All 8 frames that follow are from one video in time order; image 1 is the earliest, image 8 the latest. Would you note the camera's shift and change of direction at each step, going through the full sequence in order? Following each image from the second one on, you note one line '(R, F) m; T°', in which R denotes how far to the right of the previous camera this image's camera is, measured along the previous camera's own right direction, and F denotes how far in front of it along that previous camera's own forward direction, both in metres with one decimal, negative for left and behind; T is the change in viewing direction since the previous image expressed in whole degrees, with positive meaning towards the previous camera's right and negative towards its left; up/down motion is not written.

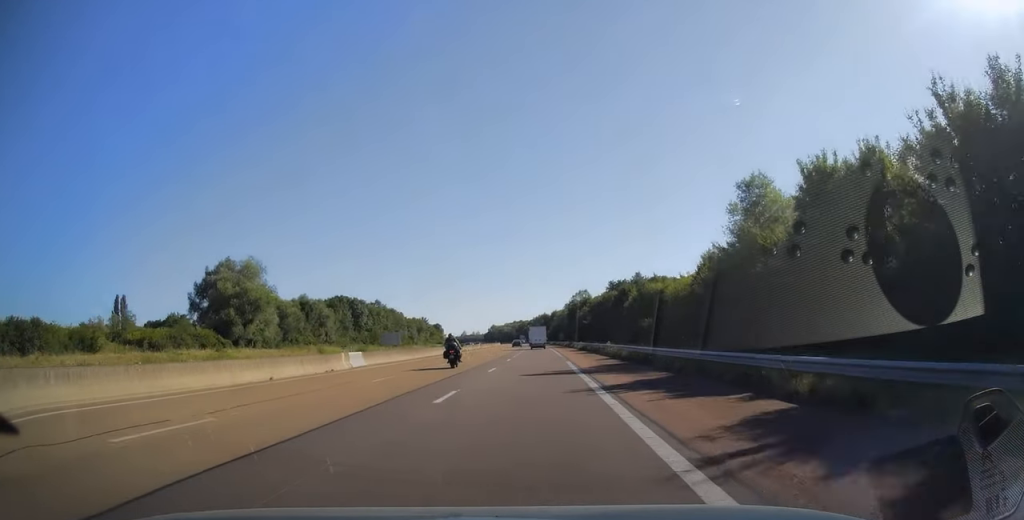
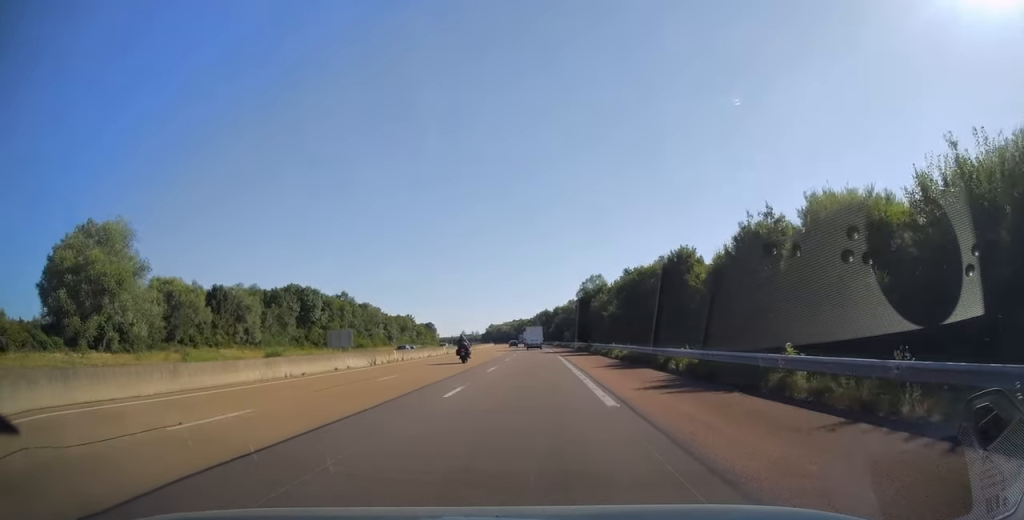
(-0.2, +37.6) m; 0°
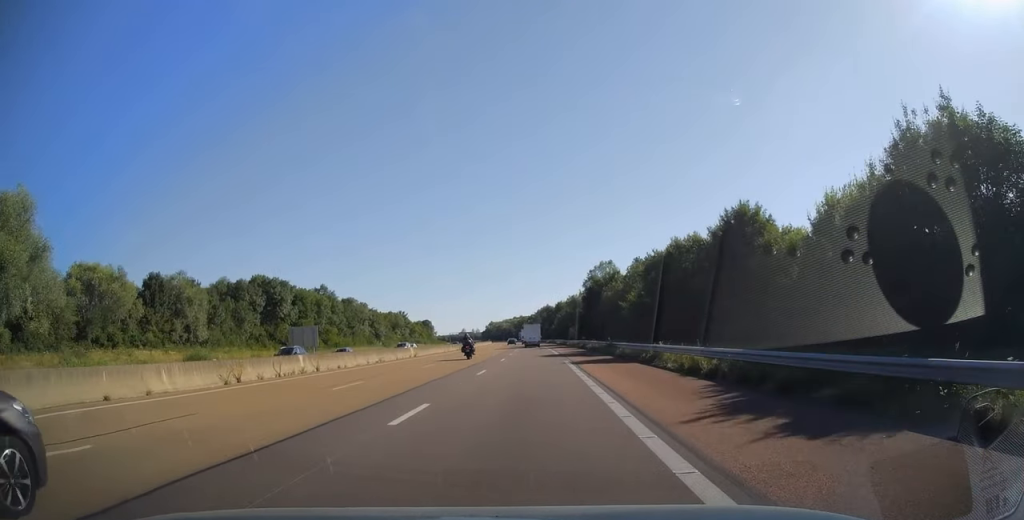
(+0.1, +18.0) m; 0°
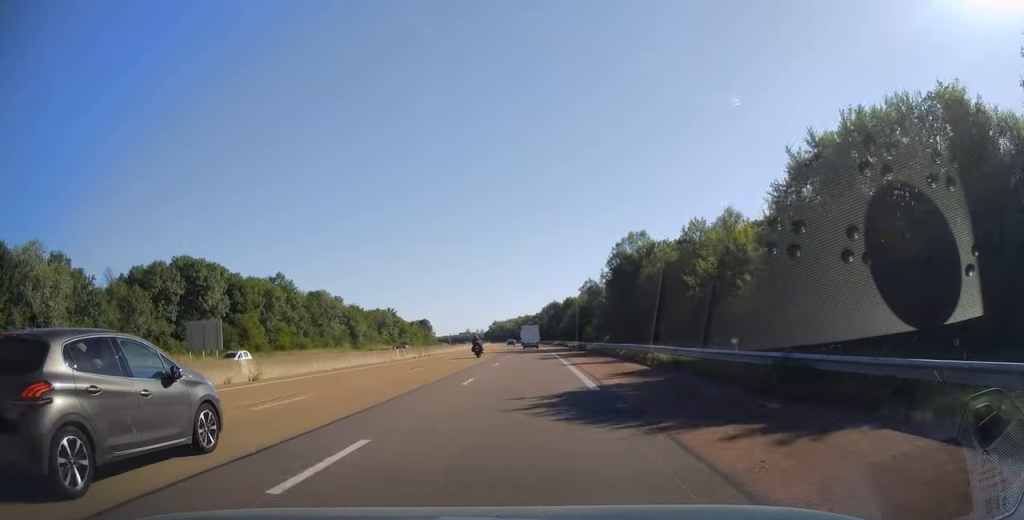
(0.0, +30.3) m; 0°
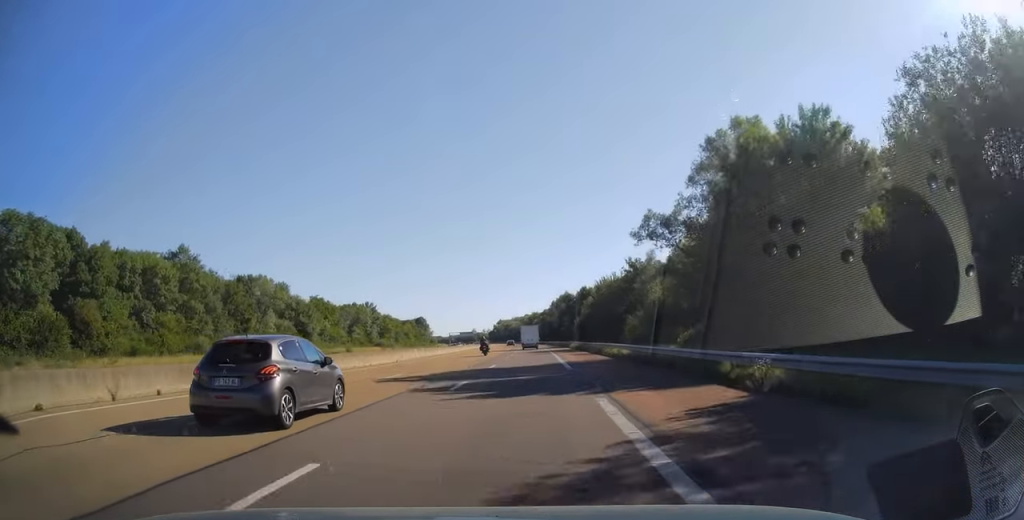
(-0.4, +40.7) m; -1°
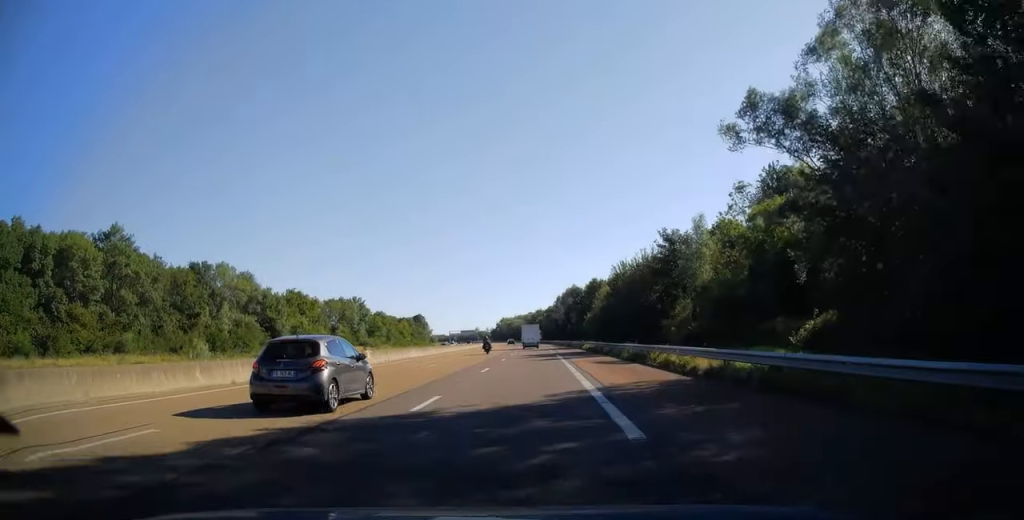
(0.0, +18.0) m; 0°
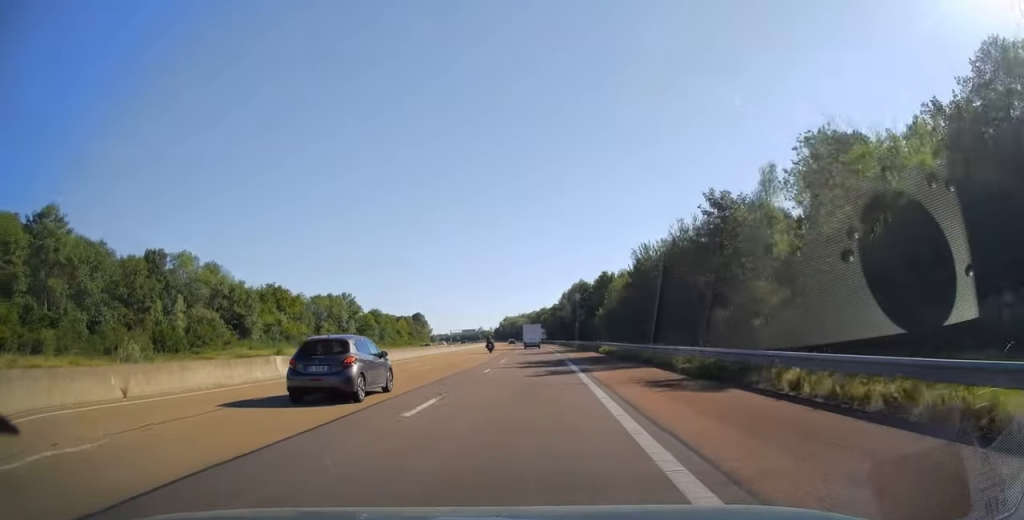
(0.0, +13.9) m; 0°
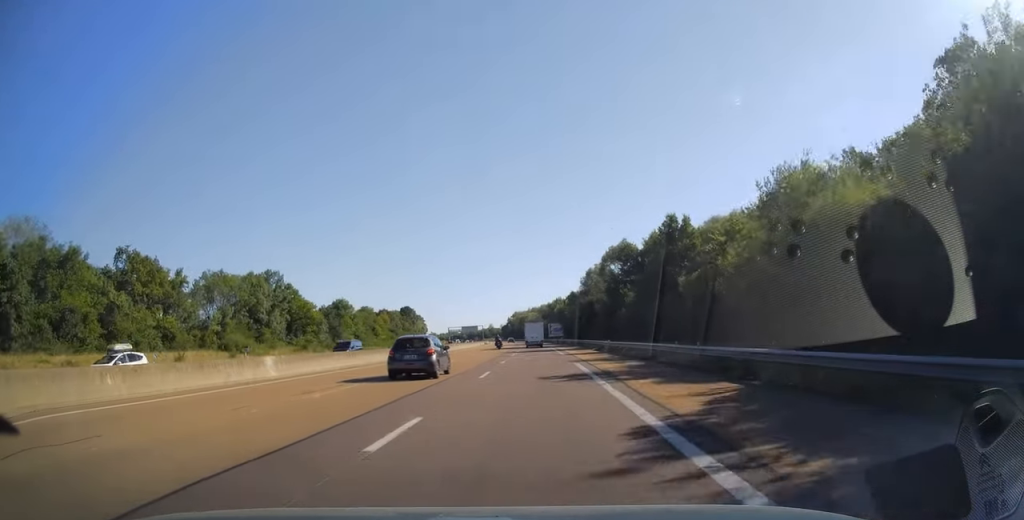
(-0.9, +55.7) m; -2°
